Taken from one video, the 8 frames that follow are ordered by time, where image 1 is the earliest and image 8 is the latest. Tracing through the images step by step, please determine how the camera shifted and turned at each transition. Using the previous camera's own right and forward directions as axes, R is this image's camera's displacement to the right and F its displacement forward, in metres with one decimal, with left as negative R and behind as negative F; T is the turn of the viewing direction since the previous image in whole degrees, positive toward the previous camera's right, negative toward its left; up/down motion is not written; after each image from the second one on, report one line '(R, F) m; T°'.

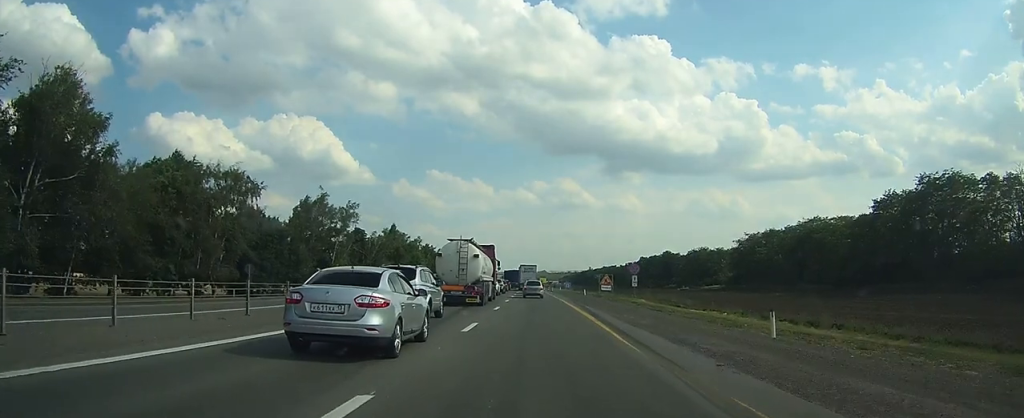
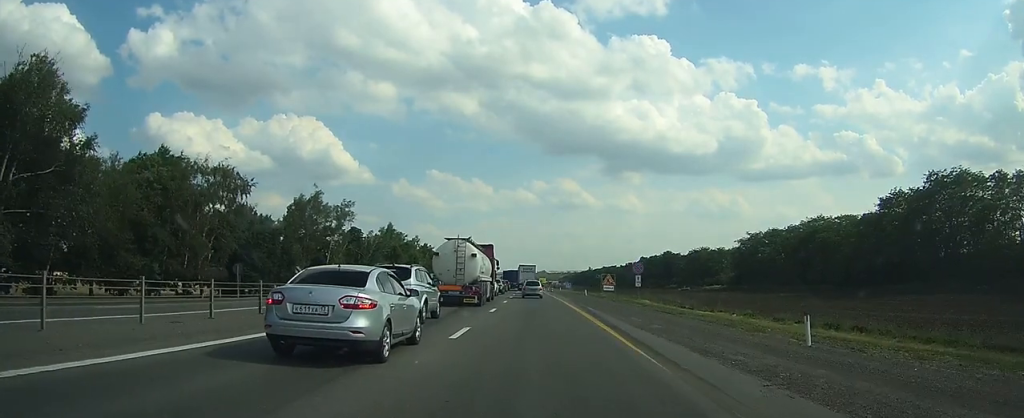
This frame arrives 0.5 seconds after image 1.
(0.0, +2.0) m; +1°
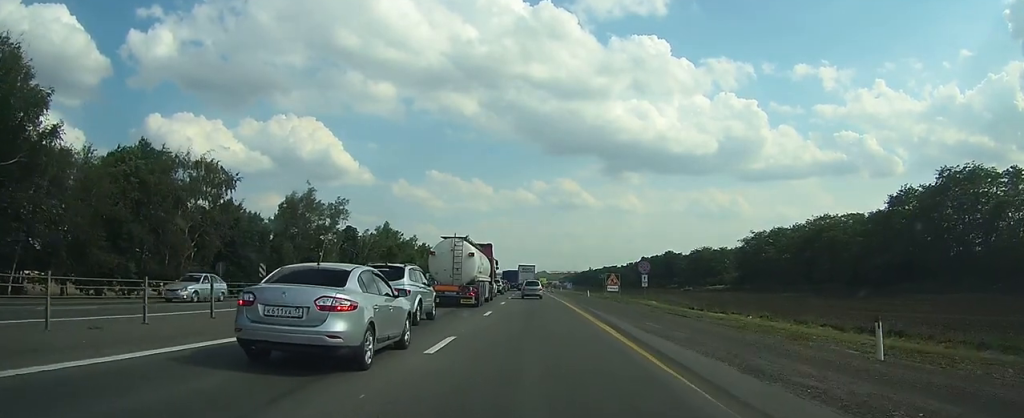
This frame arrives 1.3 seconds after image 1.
(0.0, +2.9) m; 0°
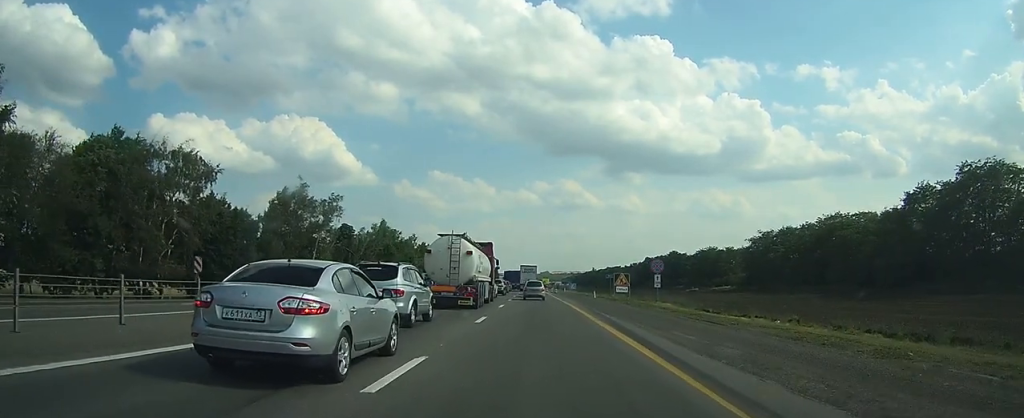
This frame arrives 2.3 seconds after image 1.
(0.0, +3.9) m; 0°
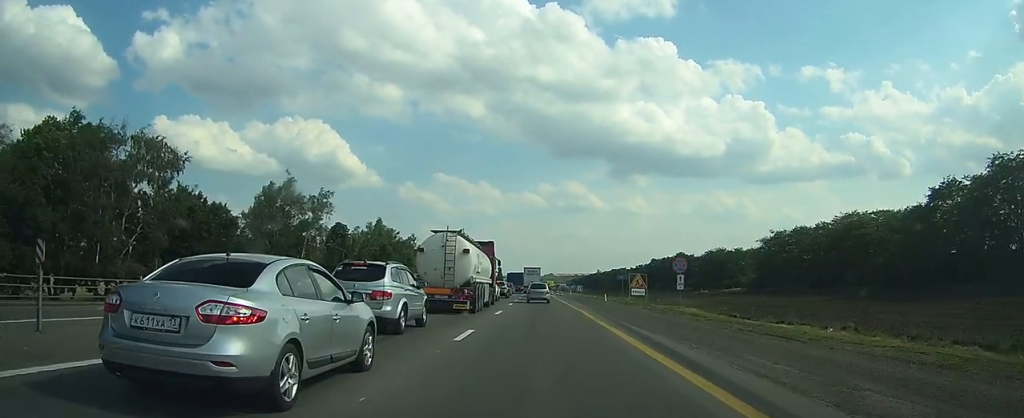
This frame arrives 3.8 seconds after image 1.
(0.0, +5.4) m; -1°
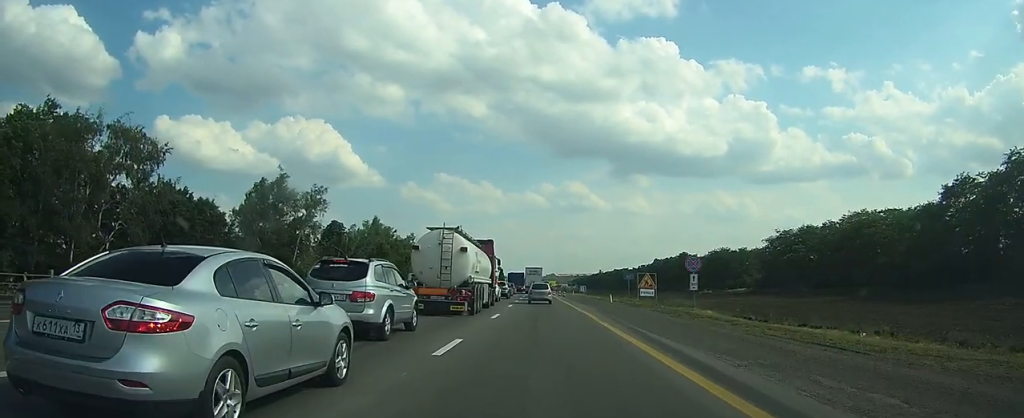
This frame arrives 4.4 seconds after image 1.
(0.0, +2.6) m; 0°
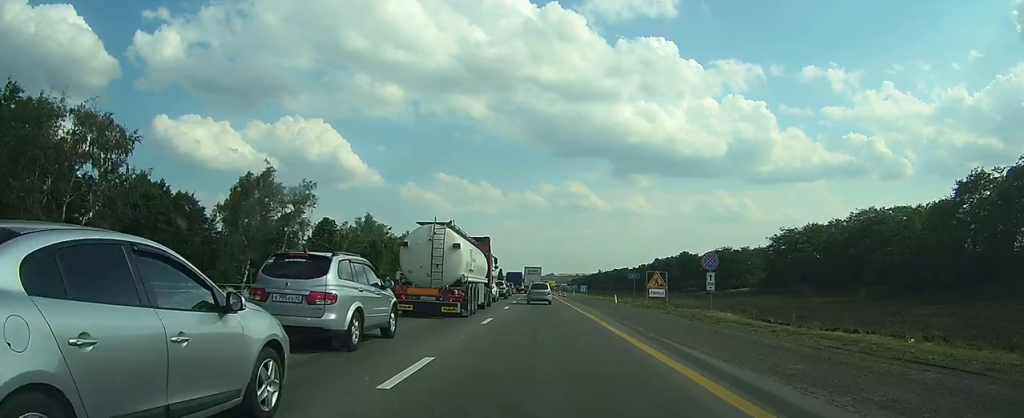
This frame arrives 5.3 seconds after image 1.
(0.0, +3.4) m; 0°
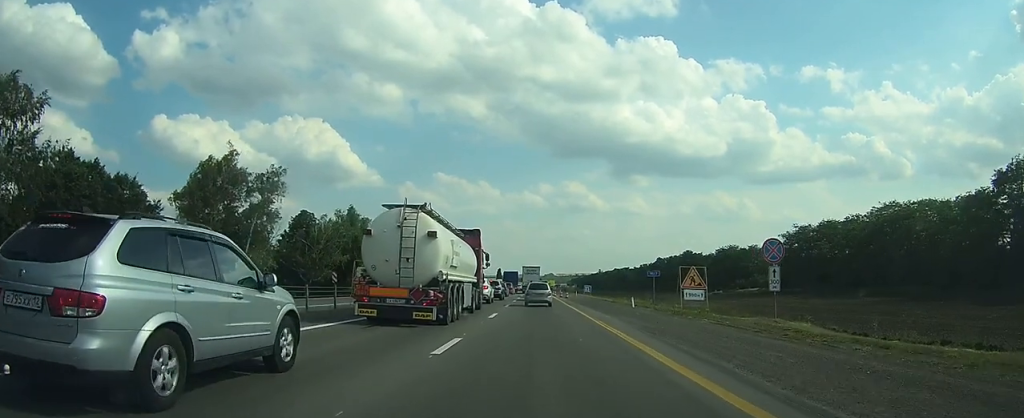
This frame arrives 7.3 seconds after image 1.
(-0.1, +8.6) m; -2°
